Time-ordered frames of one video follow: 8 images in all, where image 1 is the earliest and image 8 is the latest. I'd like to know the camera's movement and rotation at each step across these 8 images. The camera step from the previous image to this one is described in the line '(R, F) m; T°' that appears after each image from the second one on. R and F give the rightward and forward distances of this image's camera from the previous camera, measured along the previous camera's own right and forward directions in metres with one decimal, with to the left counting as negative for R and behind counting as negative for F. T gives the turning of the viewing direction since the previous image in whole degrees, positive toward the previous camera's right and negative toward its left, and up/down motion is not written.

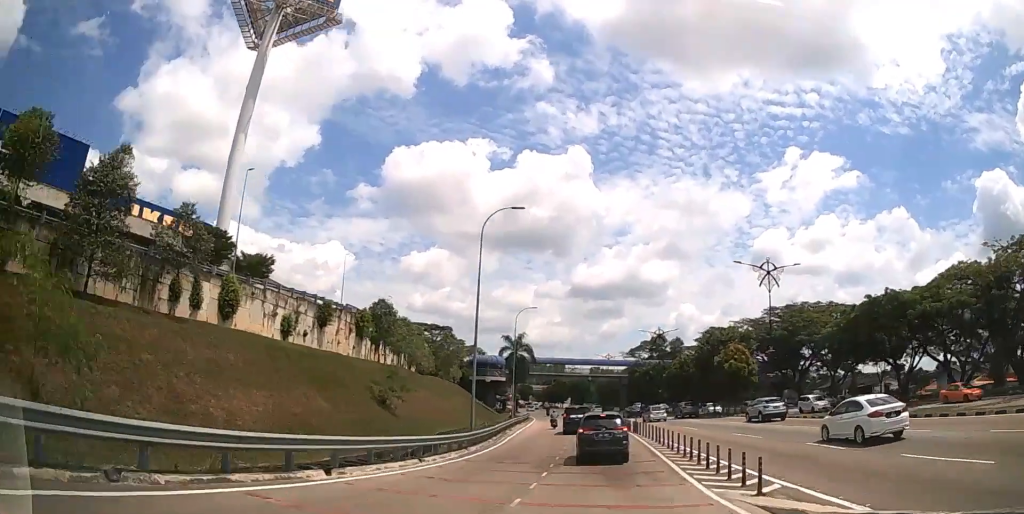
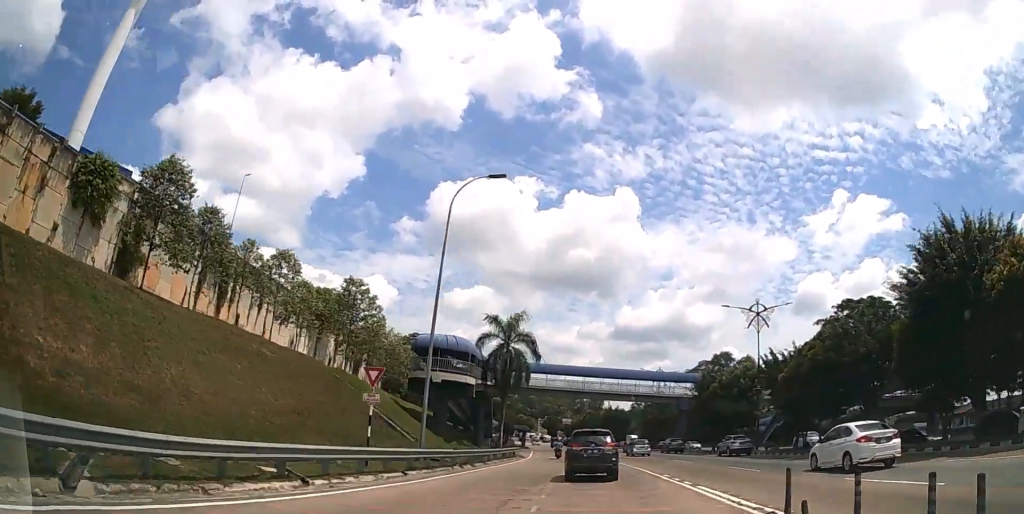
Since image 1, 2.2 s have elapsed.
(-0.9, +38.4) m; -4°
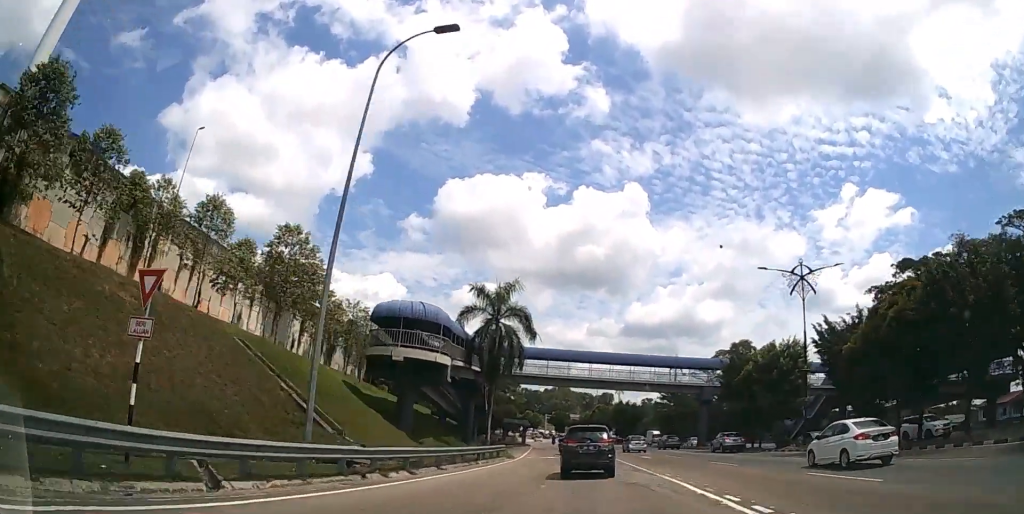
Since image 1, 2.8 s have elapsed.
(-0.2, +9.8) m; -2°
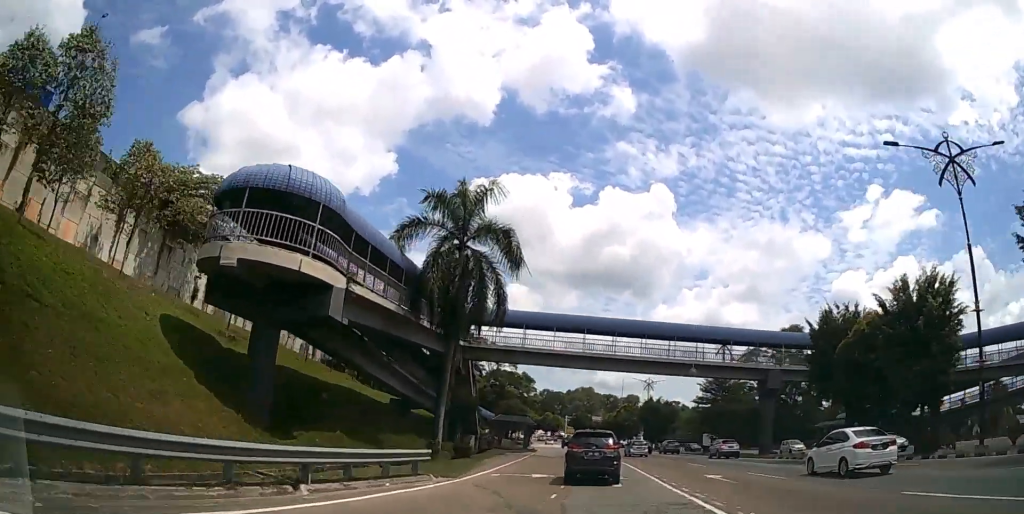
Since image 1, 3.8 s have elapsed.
(-0.4, +17.6) m; -2°
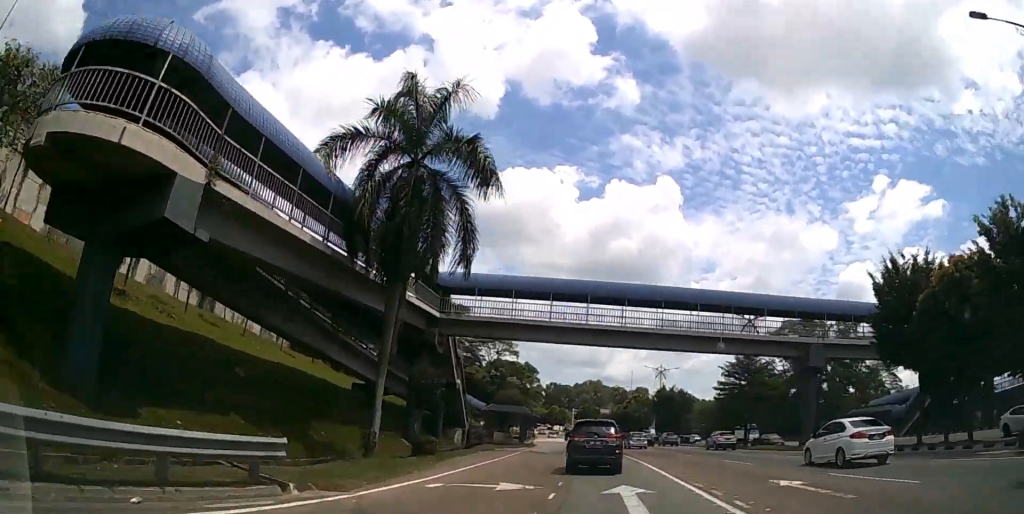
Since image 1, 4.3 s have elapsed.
(-0.1, +7.8) m; -1°
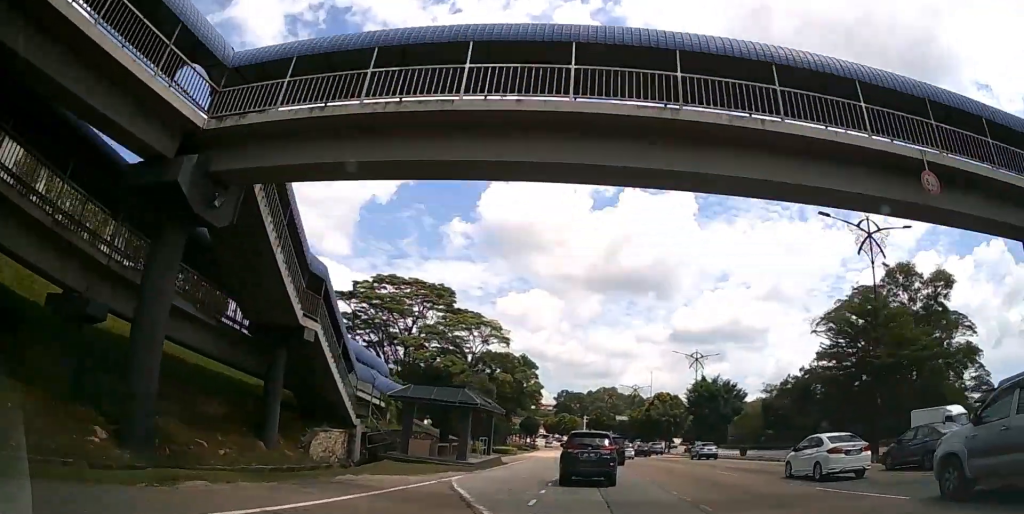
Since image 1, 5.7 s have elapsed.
(-0.4, +23.9) m; -1°
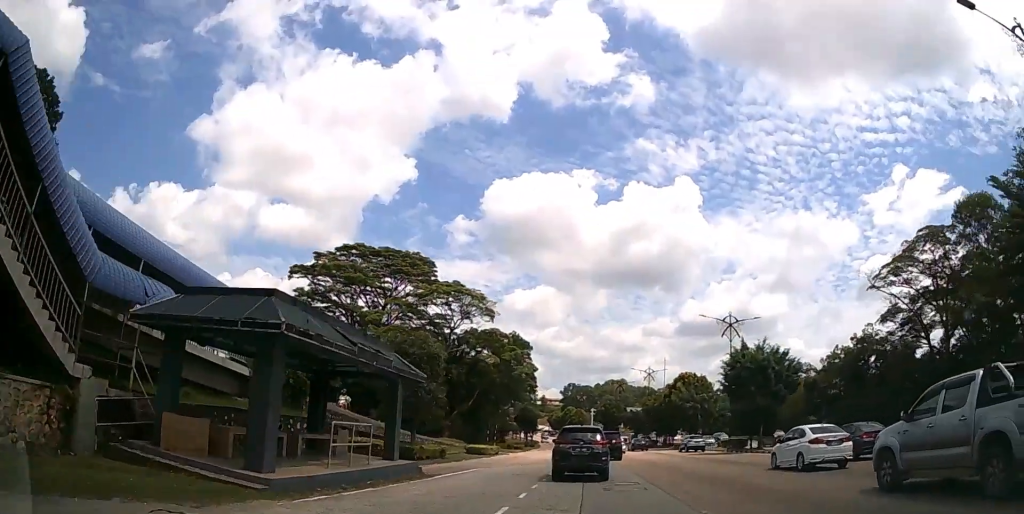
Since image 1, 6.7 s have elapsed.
(0.0, +16.2) m; -1°
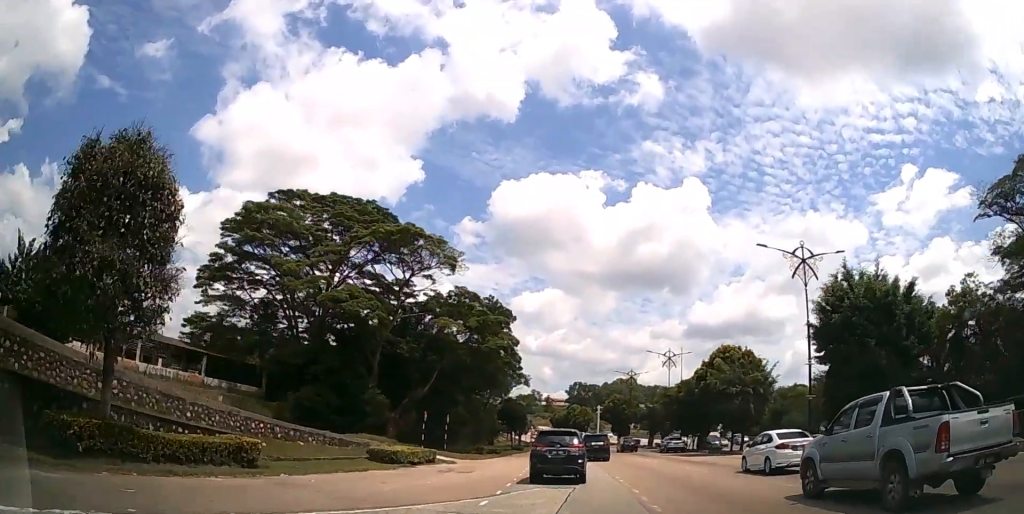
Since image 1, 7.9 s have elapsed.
(-0.2, +19.2) m; -1°
